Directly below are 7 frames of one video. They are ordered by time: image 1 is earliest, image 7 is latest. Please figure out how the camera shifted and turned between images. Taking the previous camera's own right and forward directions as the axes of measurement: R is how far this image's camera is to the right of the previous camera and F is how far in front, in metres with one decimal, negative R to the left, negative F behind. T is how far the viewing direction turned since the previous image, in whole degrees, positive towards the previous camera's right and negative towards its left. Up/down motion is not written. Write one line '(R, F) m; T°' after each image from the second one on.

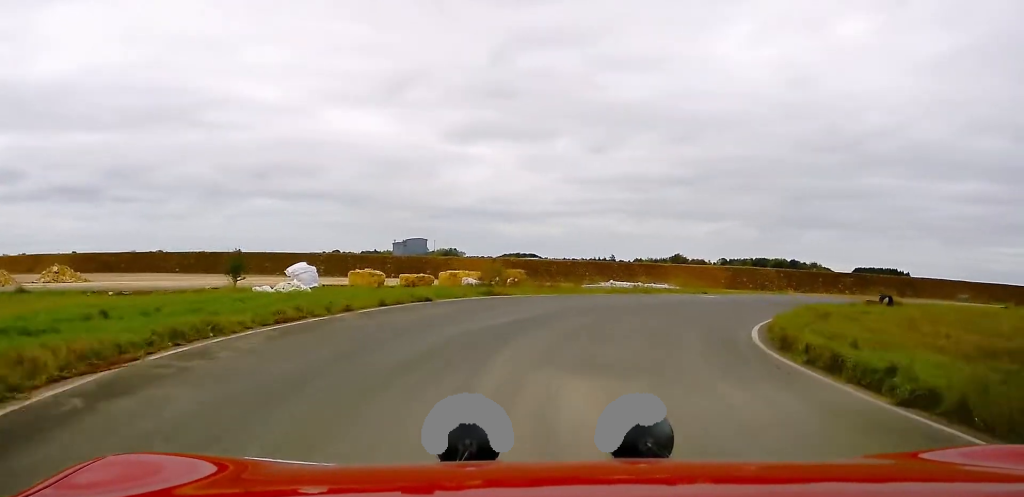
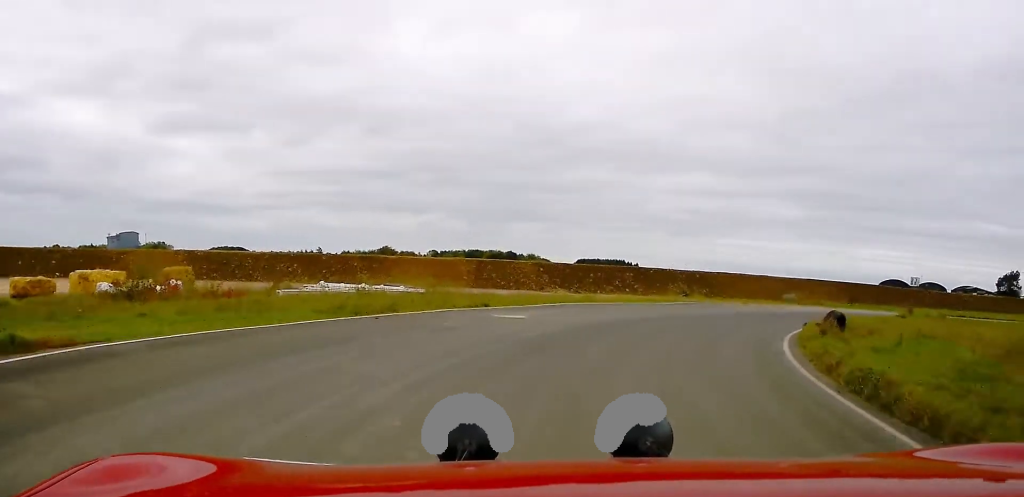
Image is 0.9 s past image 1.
(+1.1, +14.8) m; +16°
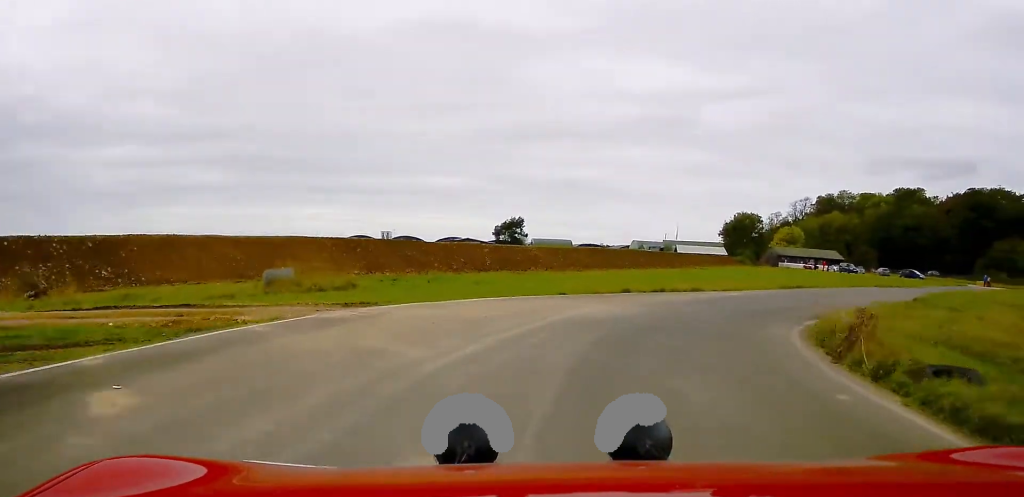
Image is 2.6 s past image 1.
(+9.3, +27.6) m; +37°
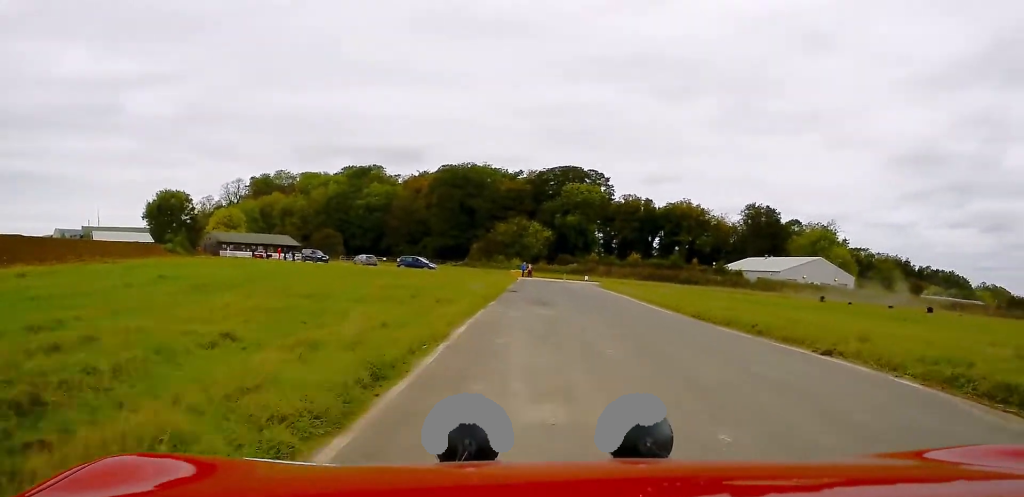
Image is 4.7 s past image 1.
(+13.3, +30.9) m; +36°
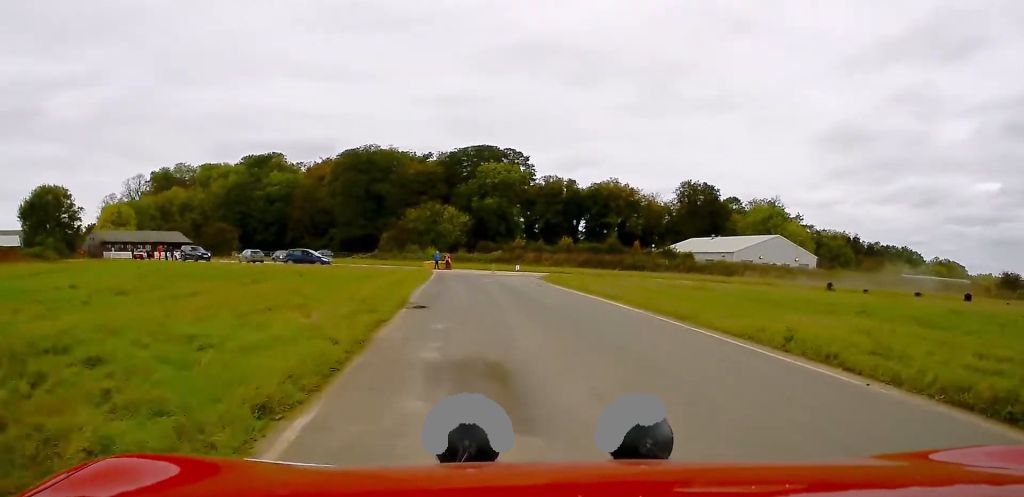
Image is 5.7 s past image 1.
(+0.7, +17.2) m; +5°
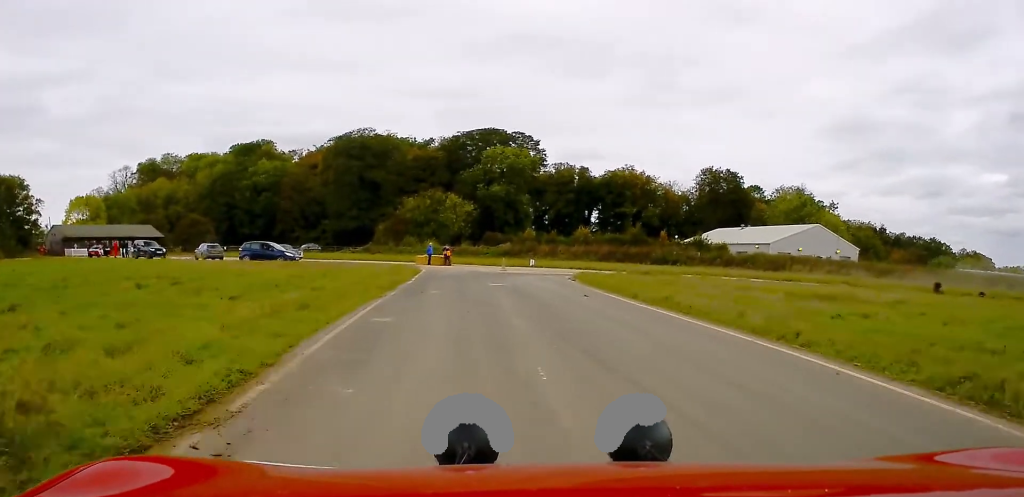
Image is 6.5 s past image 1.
(+0.7, +13.1) m; 0°
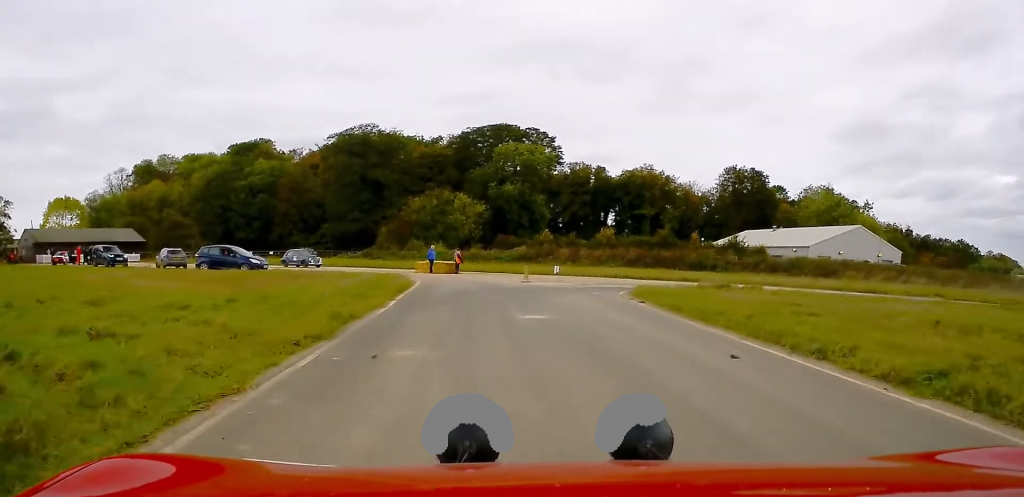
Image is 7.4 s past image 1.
(-0.3, +11.0) m; -2°
